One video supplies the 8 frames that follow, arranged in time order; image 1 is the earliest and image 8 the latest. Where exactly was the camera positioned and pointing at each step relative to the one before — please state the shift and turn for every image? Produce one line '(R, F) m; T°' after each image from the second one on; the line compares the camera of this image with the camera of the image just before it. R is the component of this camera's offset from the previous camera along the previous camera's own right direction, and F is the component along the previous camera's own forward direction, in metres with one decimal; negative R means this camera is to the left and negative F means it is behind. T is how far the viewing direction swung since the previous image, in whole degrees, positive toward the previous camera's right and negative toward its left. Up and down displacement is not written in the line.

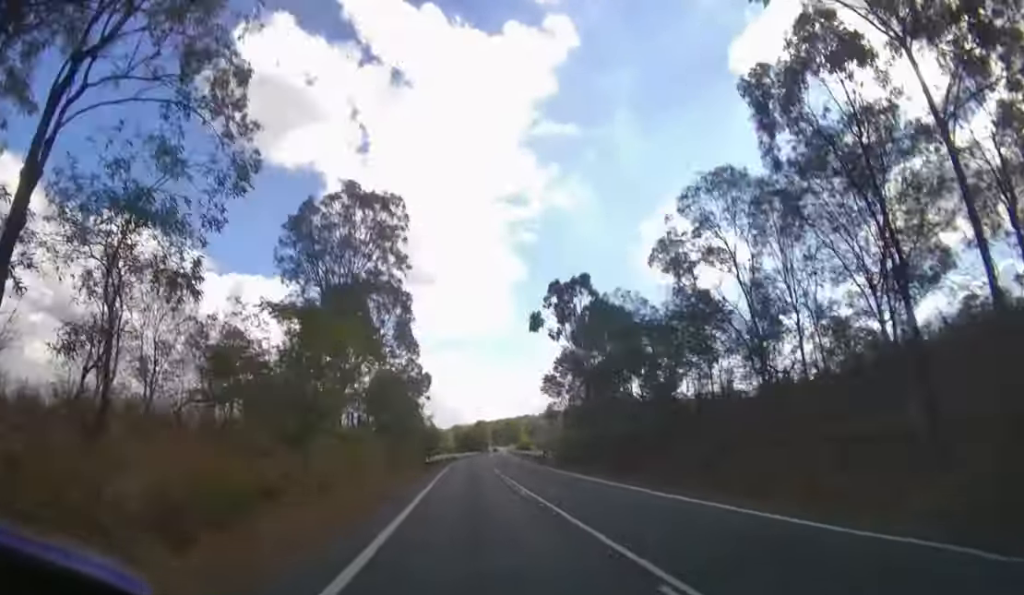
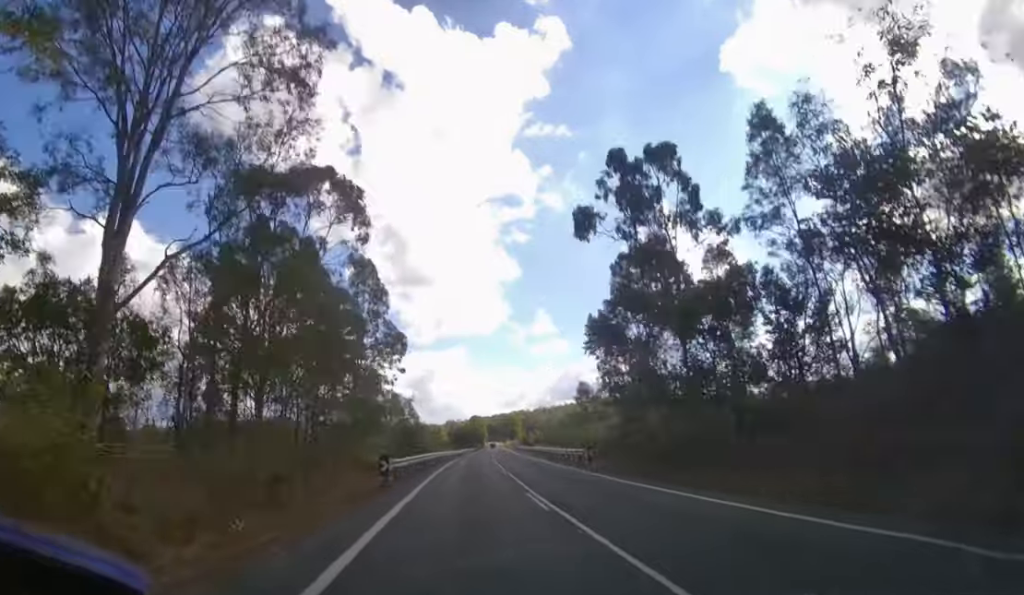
(0.0, +14.3) m; +1°
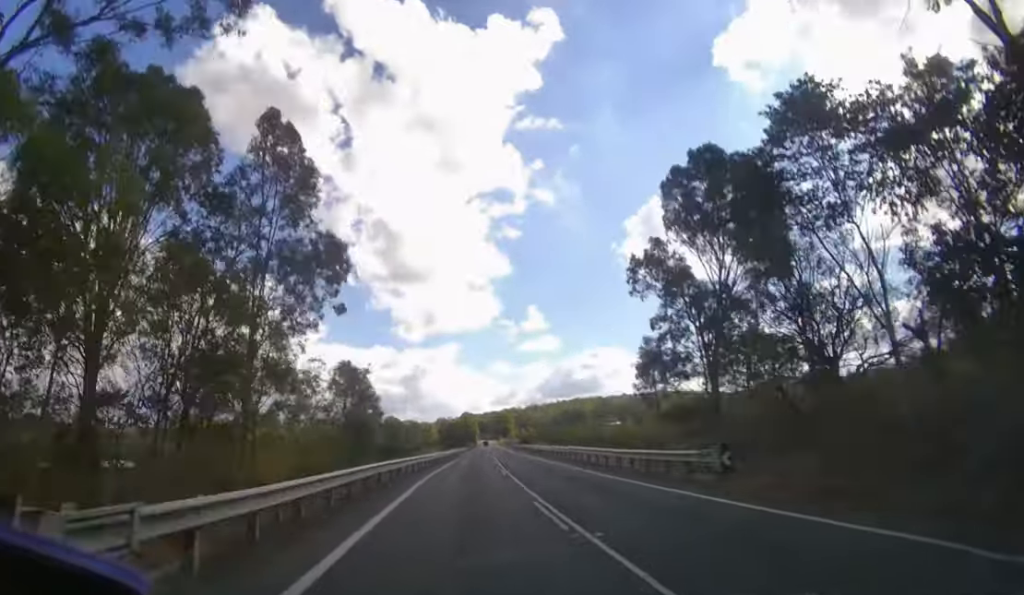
(+0.1, +13.8) m; +1°
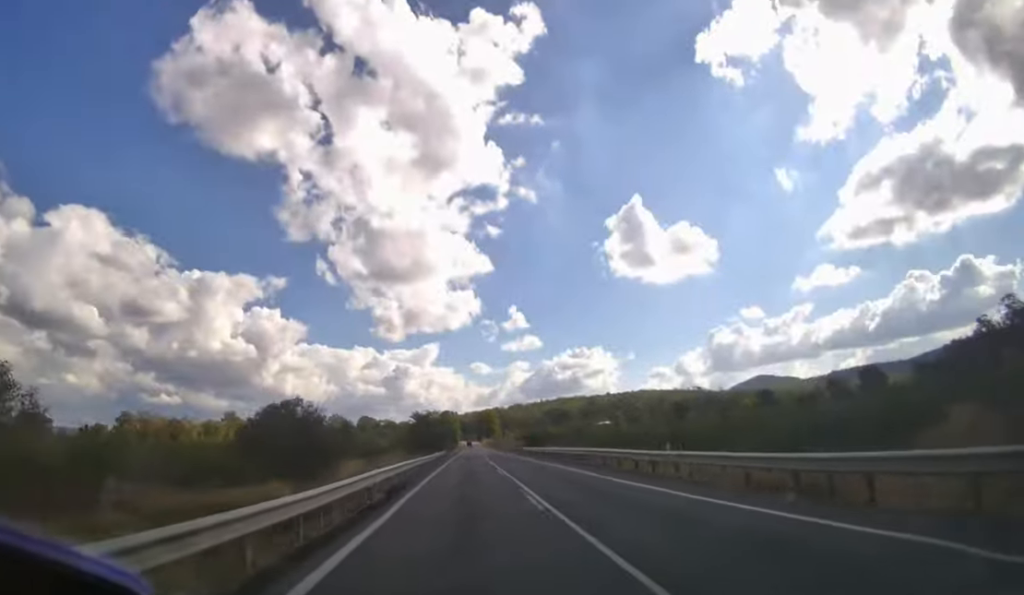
(+0.5, +33.8) m; +2°
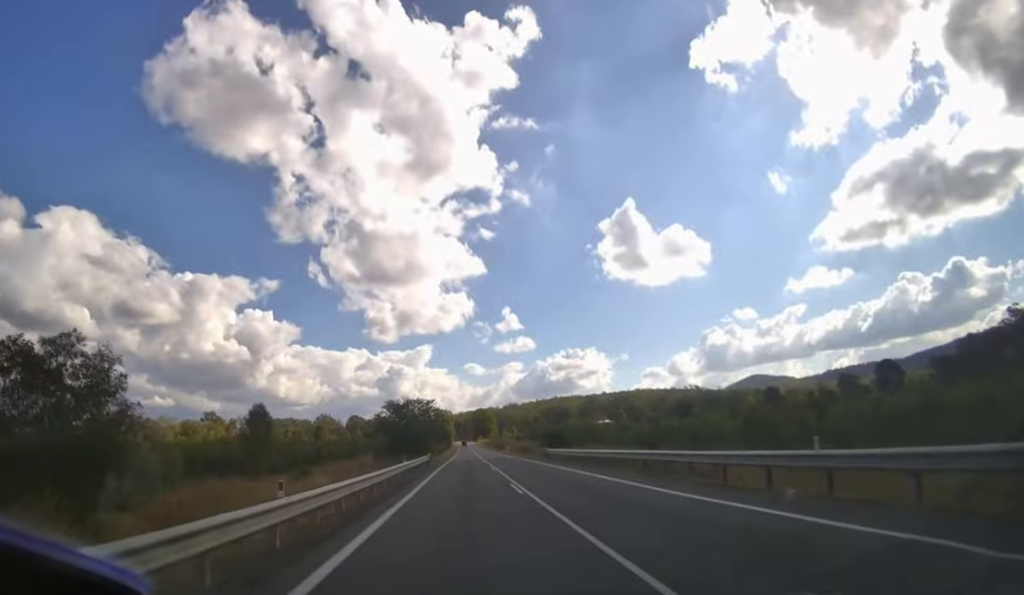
(+0.3, +21.9) m; +1°
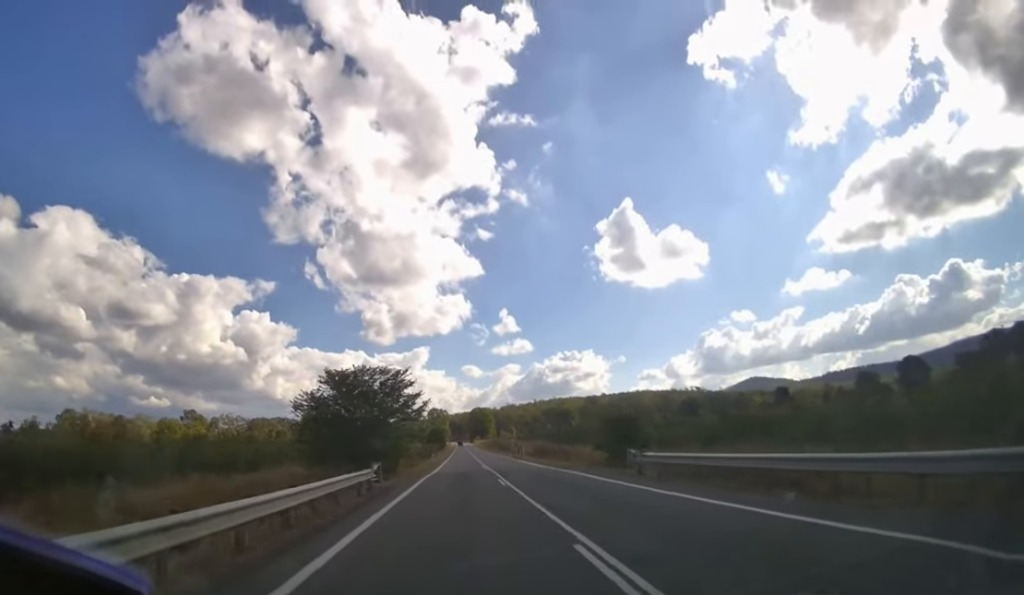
(+0.2, +26.4) m; +1°
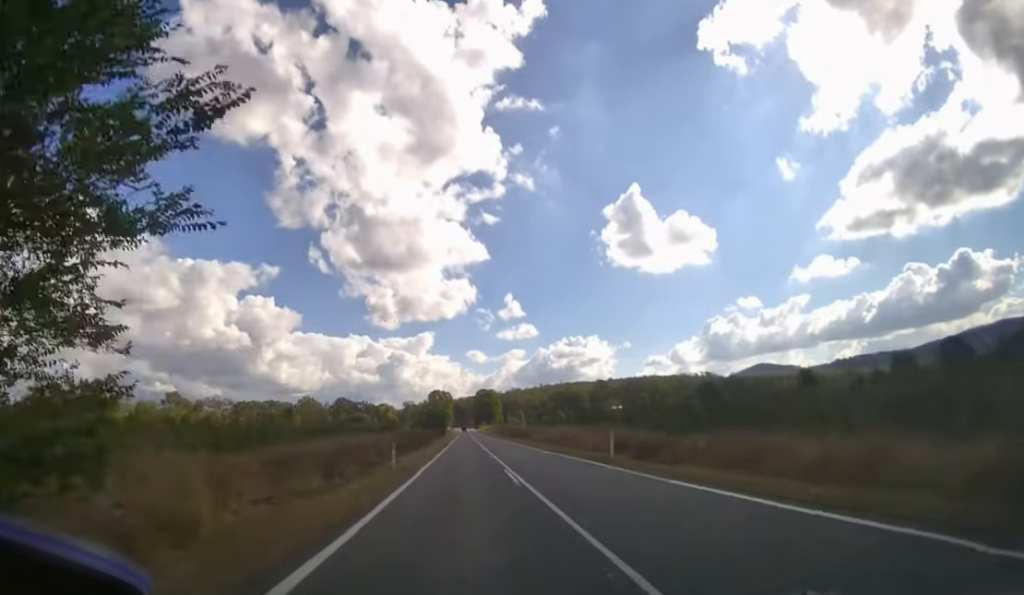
(0.0, +31.8) m; 0°
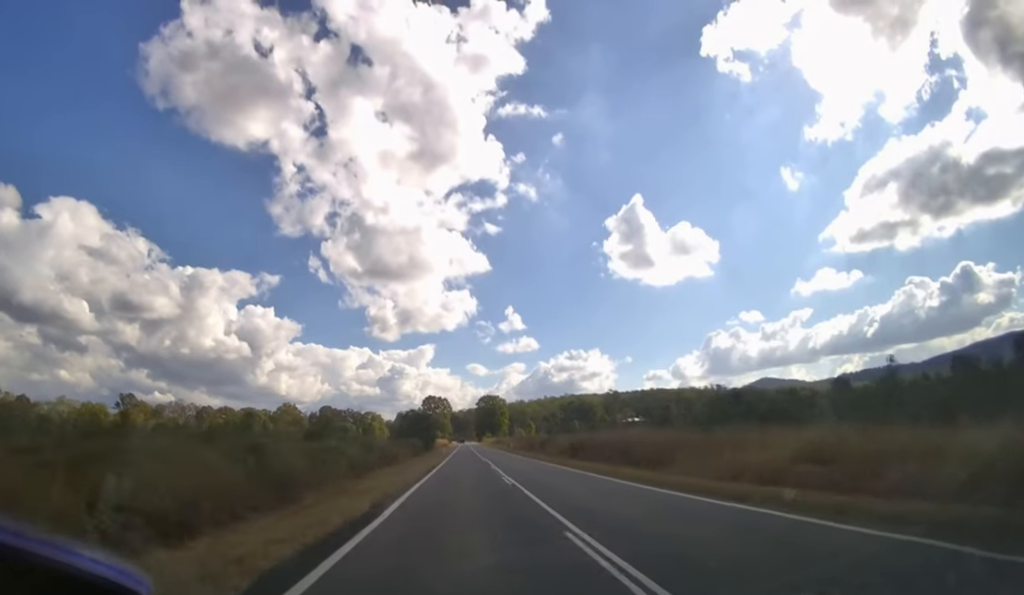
(0.0, +46.3) m; 0°
